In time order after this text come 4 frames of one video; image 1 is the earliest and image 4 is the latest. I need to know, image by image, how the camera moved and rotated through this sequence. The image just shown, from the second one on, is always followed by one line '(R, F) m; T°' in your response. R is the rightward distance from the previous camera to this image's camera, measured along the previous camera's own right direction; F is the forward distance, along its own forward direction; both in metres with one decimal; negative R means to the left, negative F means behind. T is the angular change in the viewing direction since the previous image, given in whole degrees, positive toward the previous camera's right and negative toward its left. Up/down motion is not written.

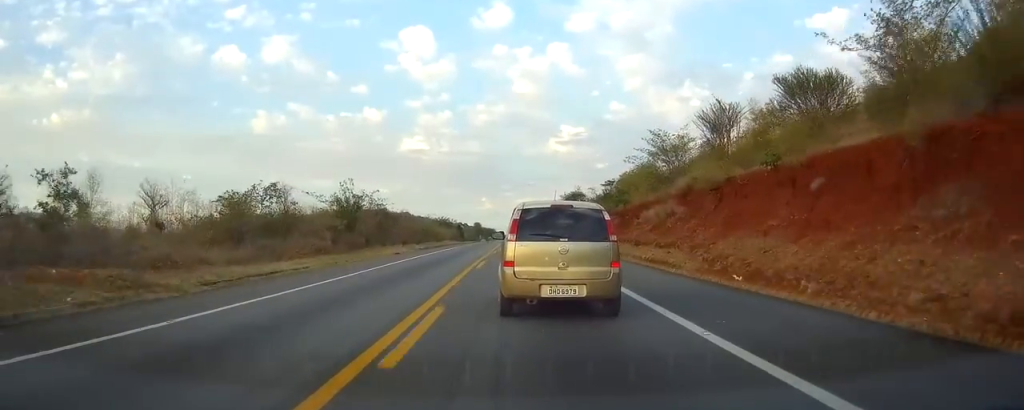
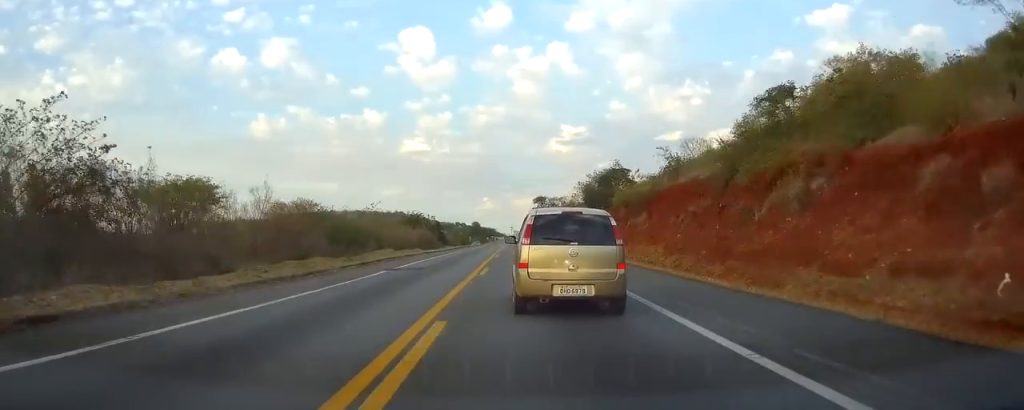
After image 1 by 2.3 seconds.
(+0.1, +48.2) m; 0°
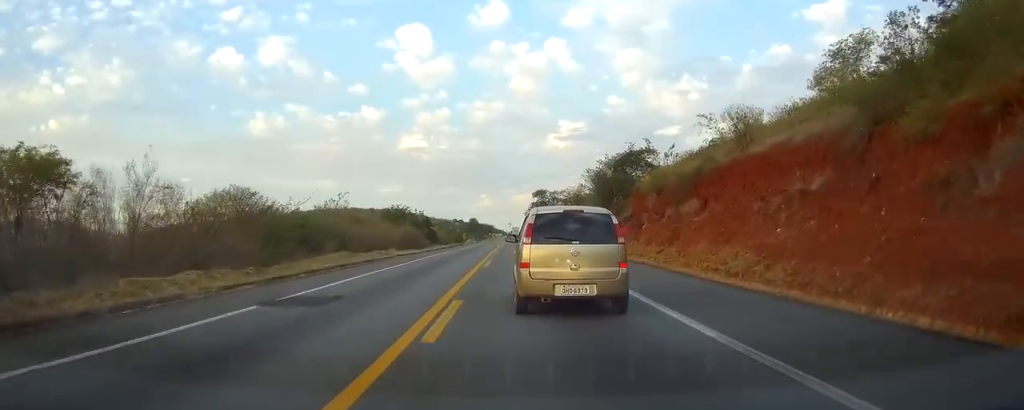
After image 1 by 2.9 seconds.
(-0.1, +12.9) m; 0°
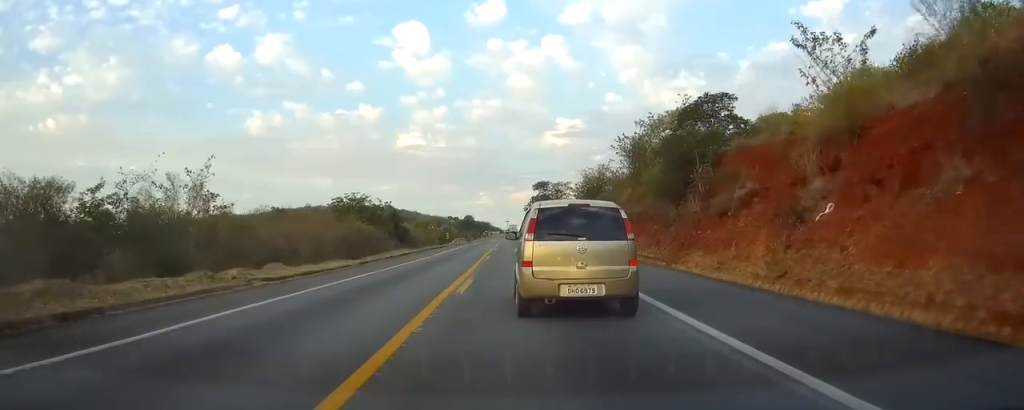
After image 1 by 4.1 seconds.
(+0.2, +25.9) m; 0°
